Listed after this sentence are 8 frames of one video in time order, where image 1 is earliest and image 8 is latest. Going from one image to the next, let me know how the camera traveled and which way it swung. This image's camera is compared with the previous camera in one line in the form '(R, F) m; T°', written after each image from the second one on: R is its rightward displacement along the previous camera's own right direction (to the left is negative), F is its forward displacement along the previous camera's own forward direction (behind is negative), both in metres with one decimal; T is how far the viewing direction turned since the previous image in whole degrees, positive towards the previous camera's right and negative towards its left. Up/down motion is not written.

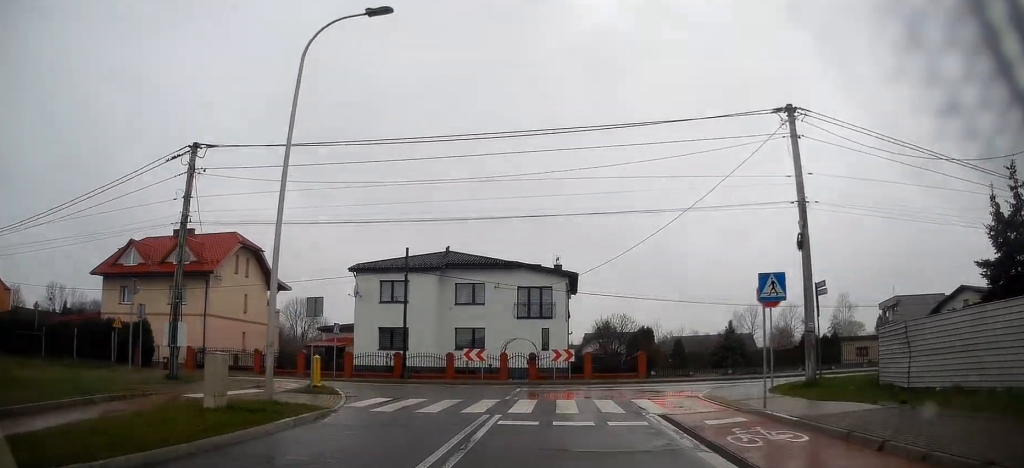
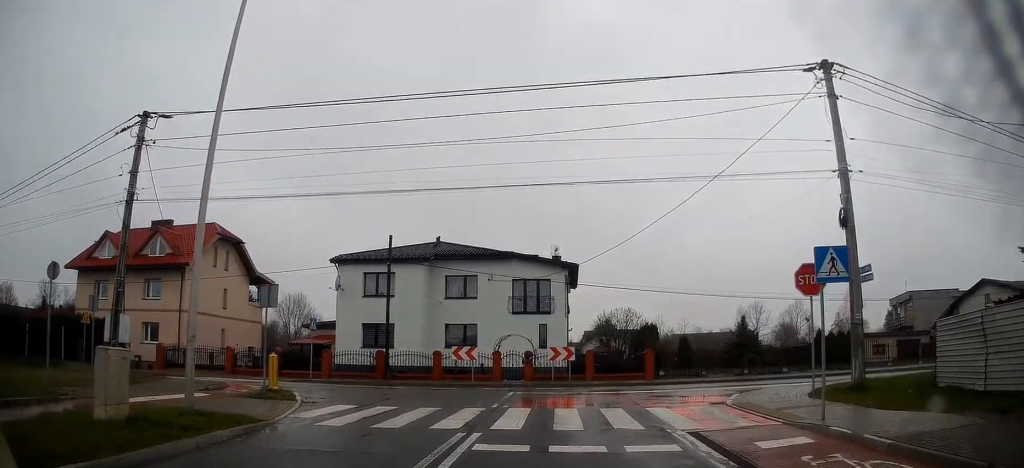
(+0.1, +3.1) m; 0°
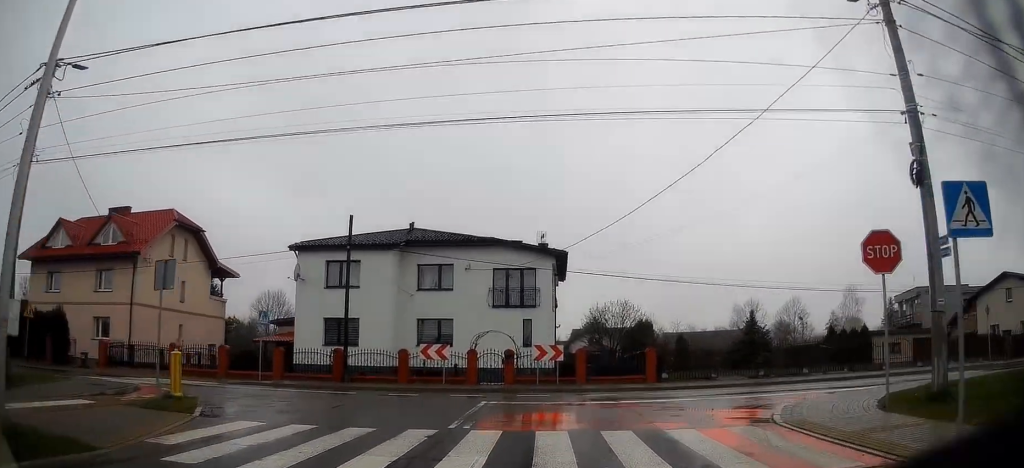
(-0.3, +4.2) m; -1°
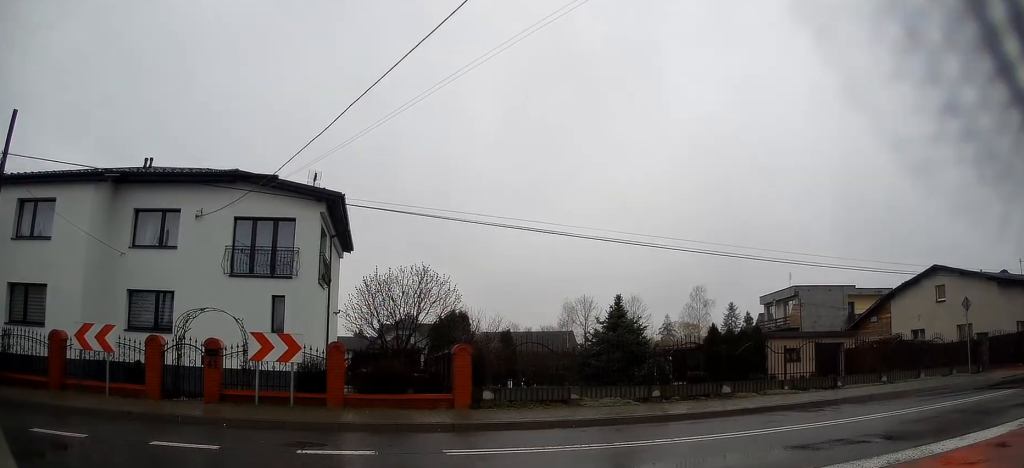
(+2.3, +11.2) m; +30°
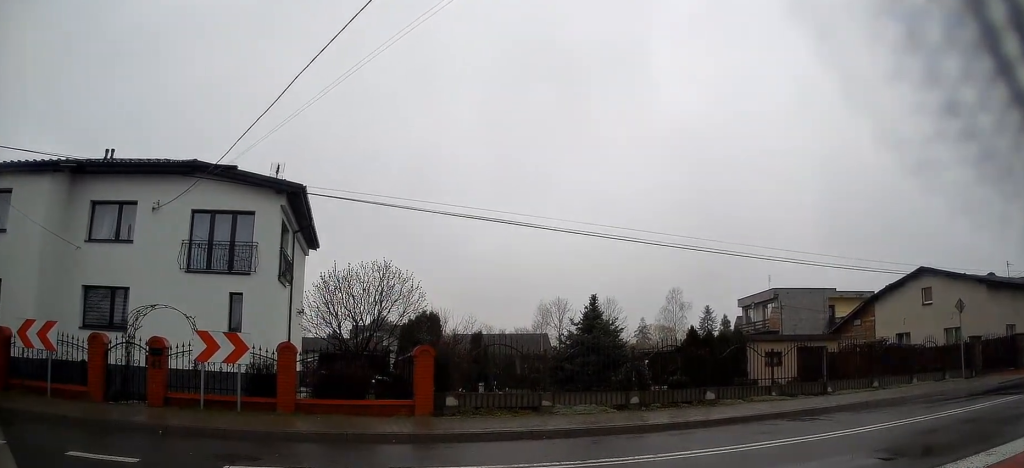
(+0.1, +2.0) m; +2°
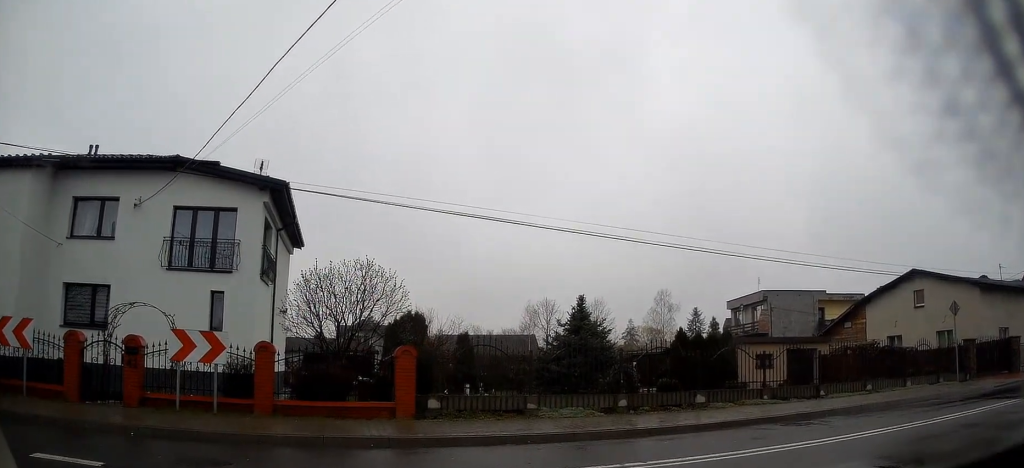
(0.0, +0.6) m; +3°
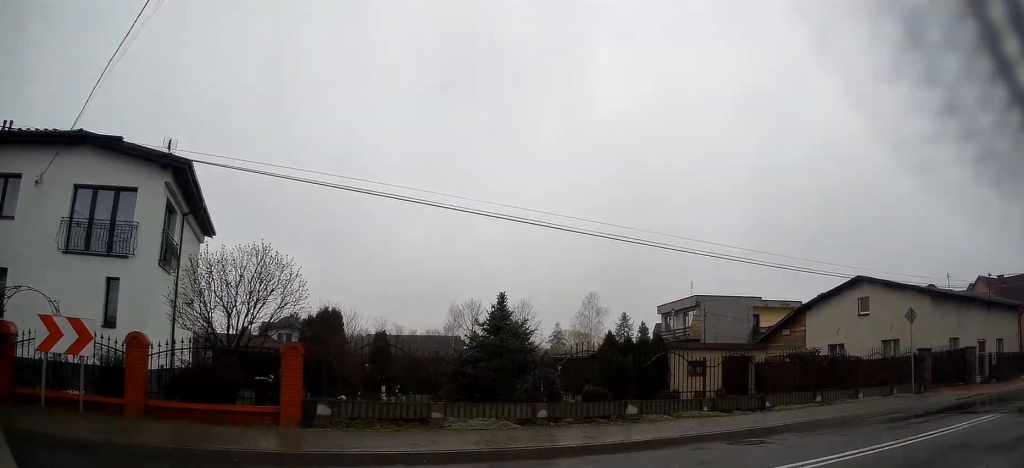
(+0.1, +1.6) m; +10°
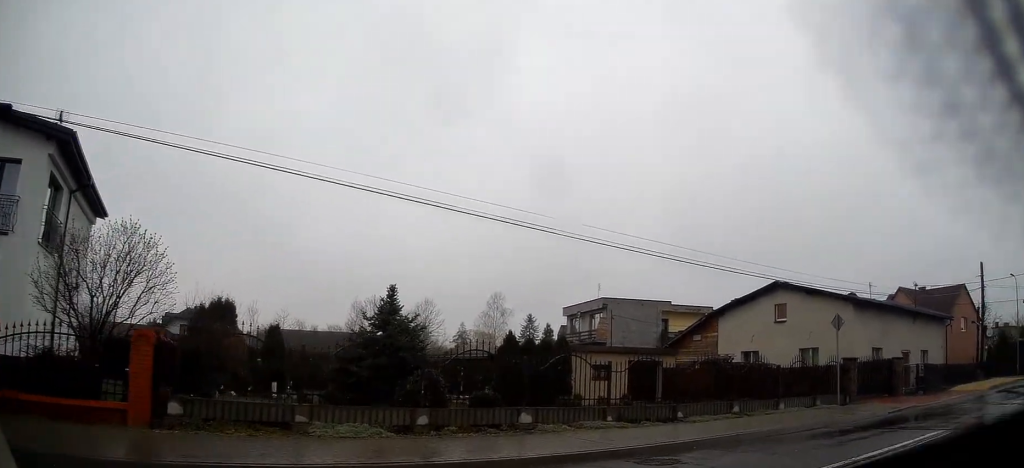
(+0.1, +1.3) m; +7°
